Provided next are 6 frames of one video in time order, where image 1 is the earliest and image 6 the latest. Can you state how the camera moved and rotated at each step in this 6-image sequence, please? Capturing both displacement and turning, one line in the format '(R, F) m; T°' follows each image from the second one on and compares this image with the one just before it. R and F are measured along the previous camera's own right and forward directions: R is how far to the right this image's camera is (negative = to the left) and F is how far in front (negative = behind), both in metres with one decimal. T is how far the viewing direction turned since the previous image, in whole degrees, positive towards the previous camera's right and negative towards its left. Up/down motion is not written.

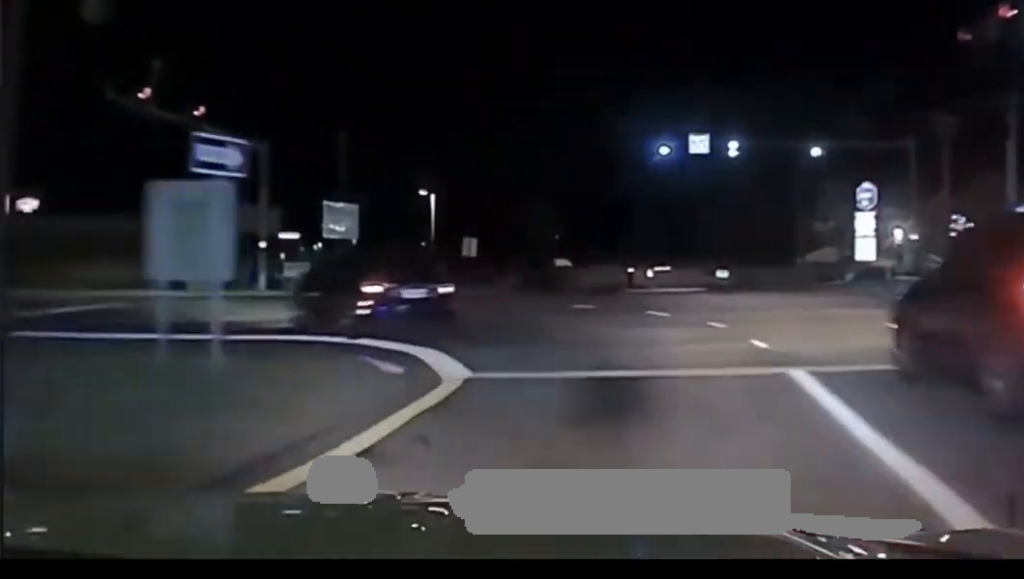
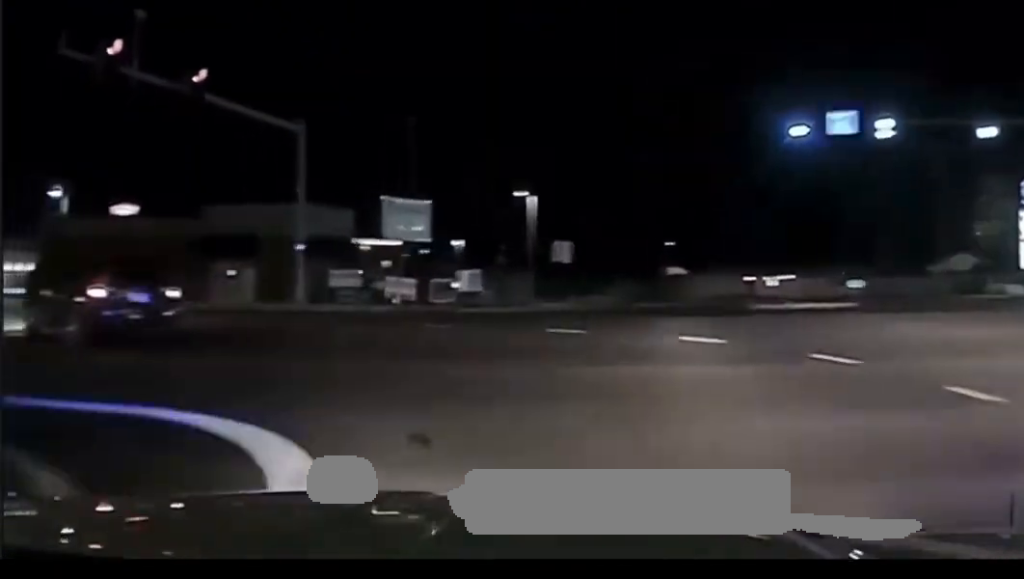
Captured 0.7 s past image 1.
(+0.2, +10.0) m; -11°
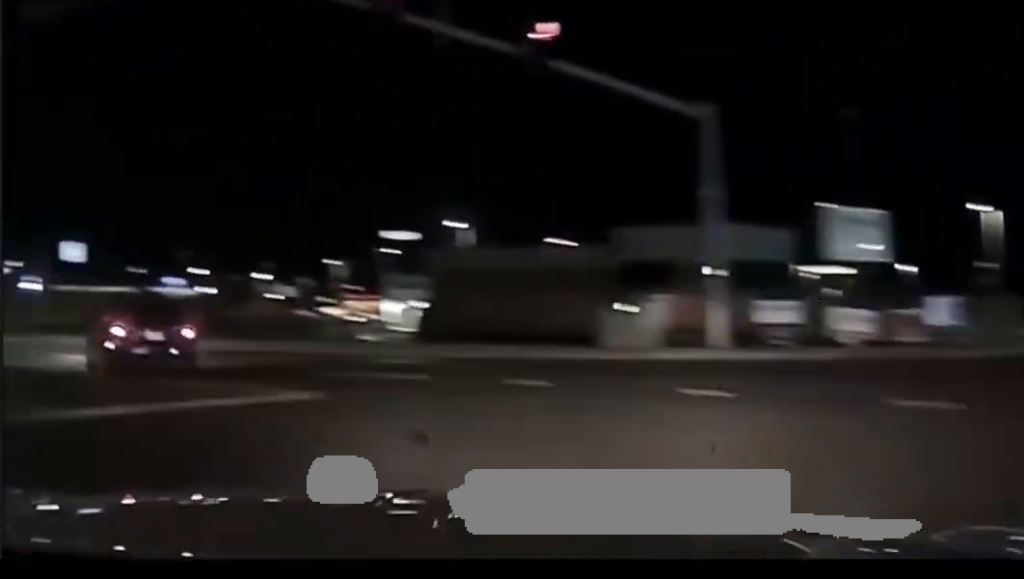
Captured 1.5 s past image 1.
(-2.4, +9.9) m; -22°
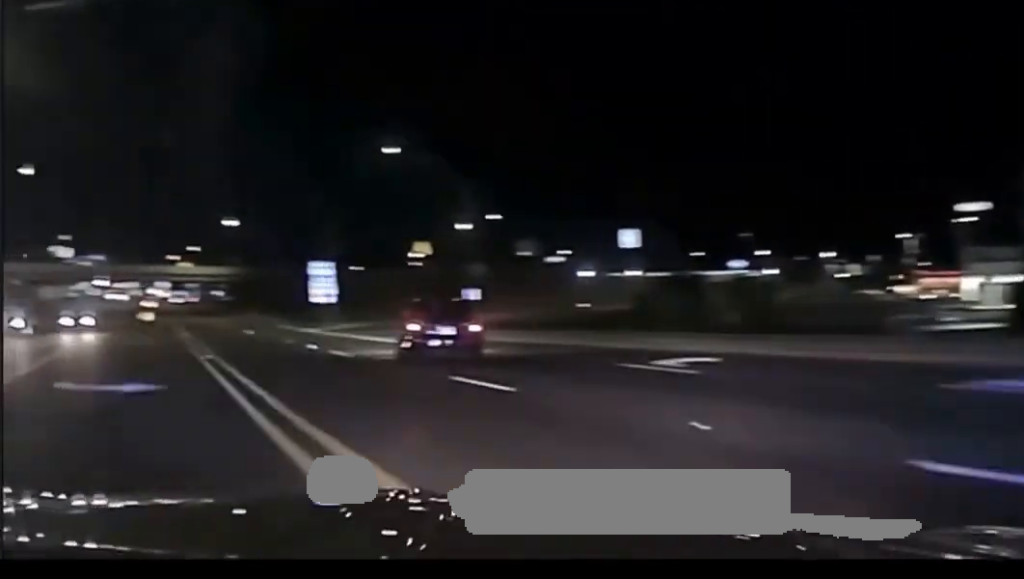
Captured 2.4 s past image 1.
(-3.1, +14.2) m; -14°
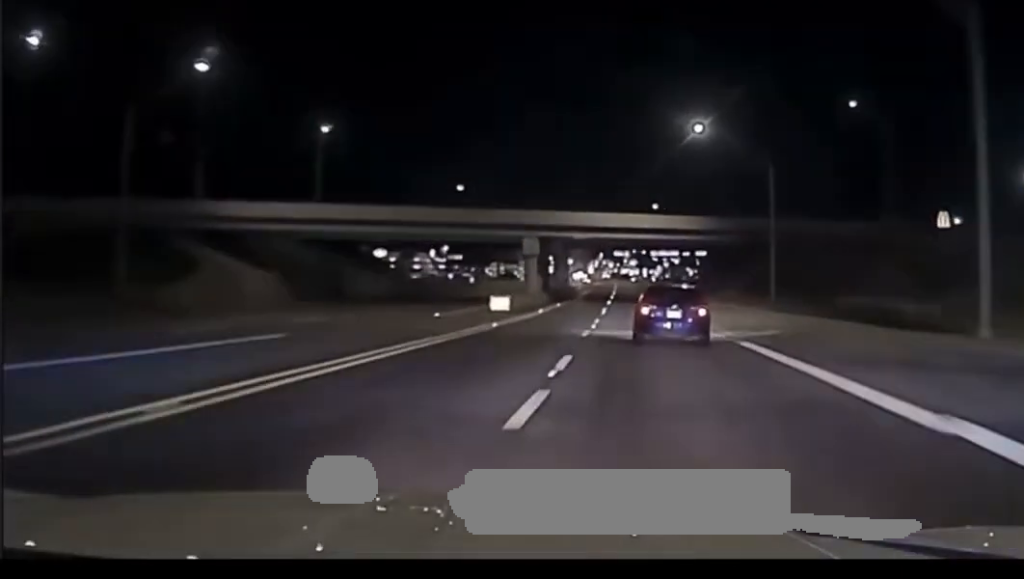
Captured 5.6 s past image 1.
(-17.4, +66.6) m; -28°
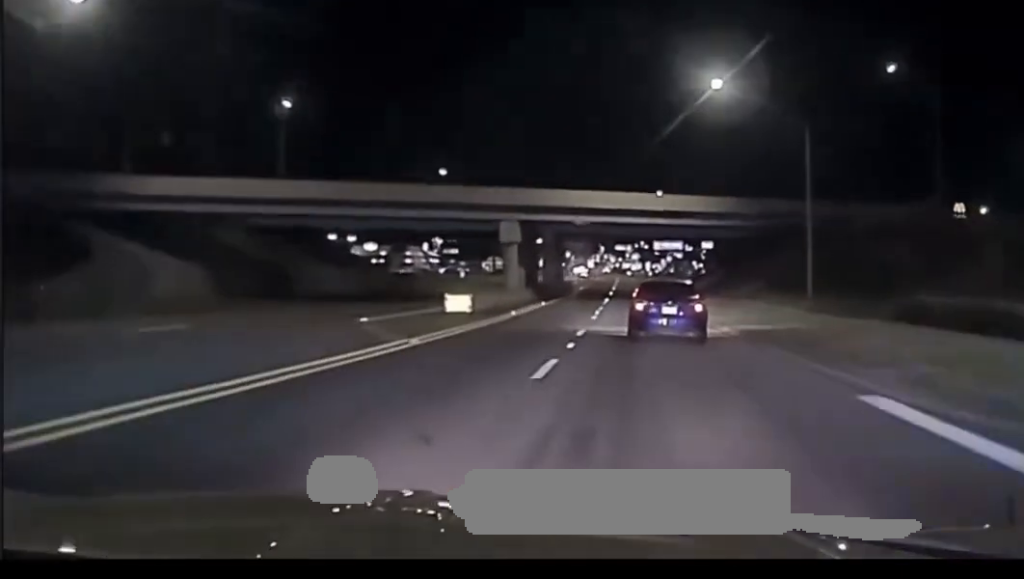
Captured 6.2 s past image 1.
(0.0, +14.0) m; 0°
